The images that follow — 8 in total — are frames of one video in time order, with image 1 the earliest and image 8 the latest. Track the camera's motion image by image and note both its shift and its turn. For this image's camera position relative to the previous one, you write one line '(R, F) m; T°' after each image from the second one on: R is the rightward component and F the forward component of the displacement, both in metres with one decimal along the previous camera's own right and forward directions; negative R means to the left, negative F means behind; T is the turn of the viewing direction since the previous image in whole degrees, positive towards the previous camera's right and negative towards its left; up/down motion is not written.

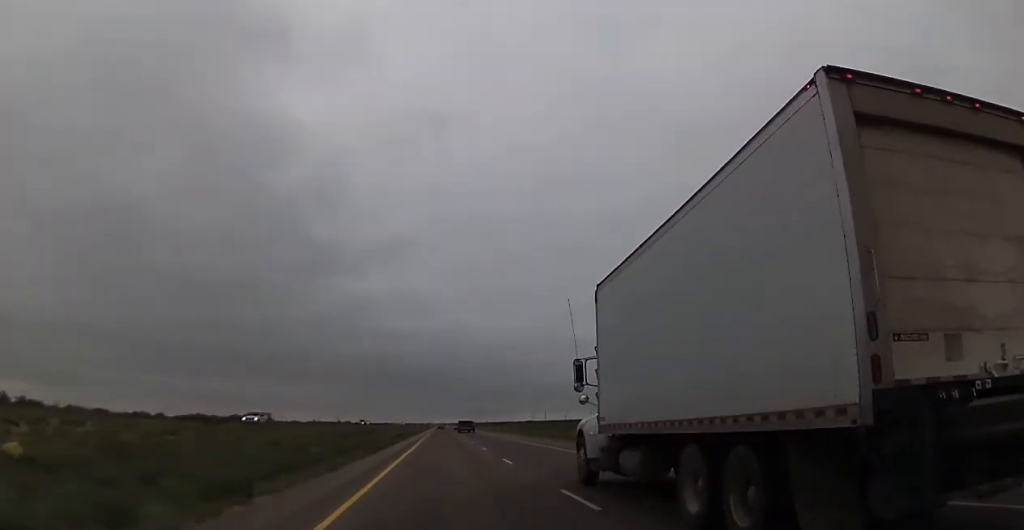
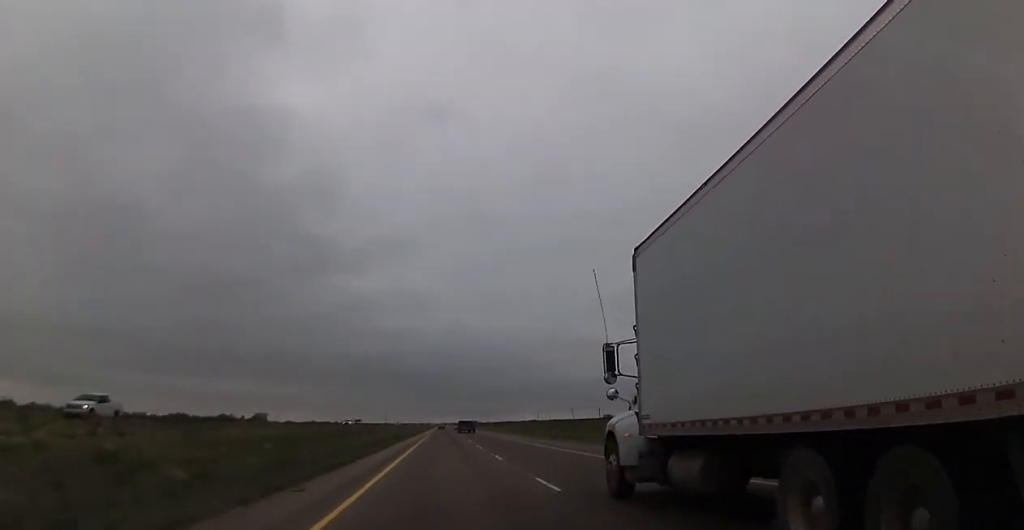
(0.0, +21.3) m; 0°
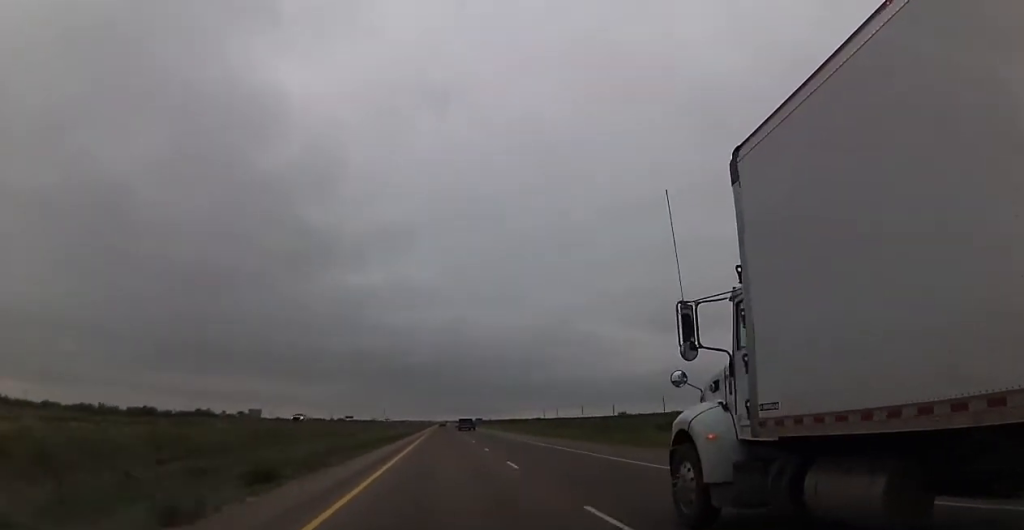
(-0.2, +29.5) m; 0°
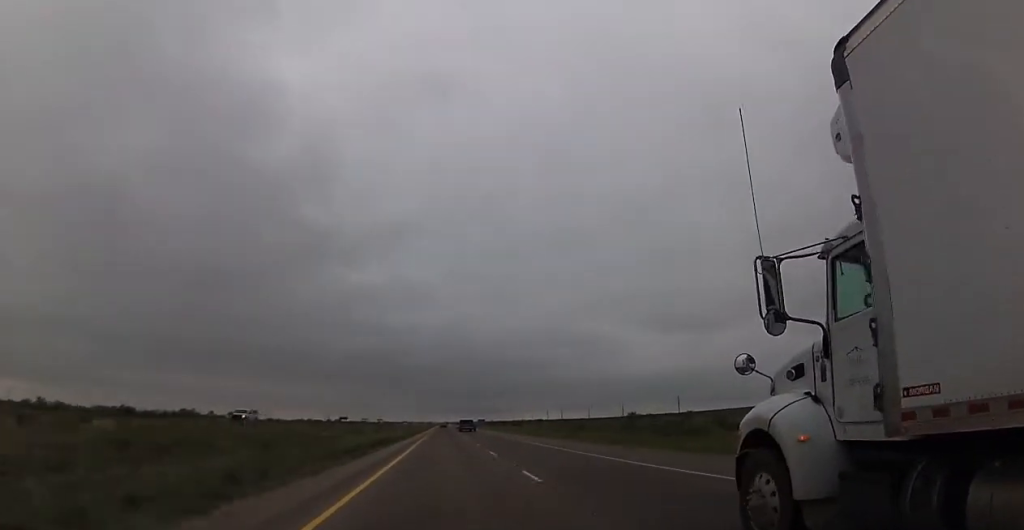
(+0.2, +16.5) m; 0°
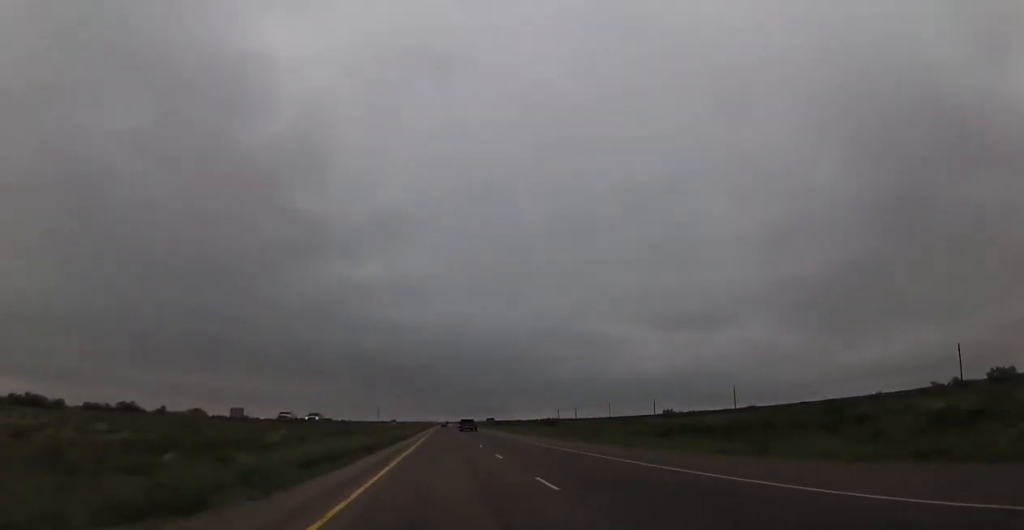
(-0.2, +50.6) m; 0°
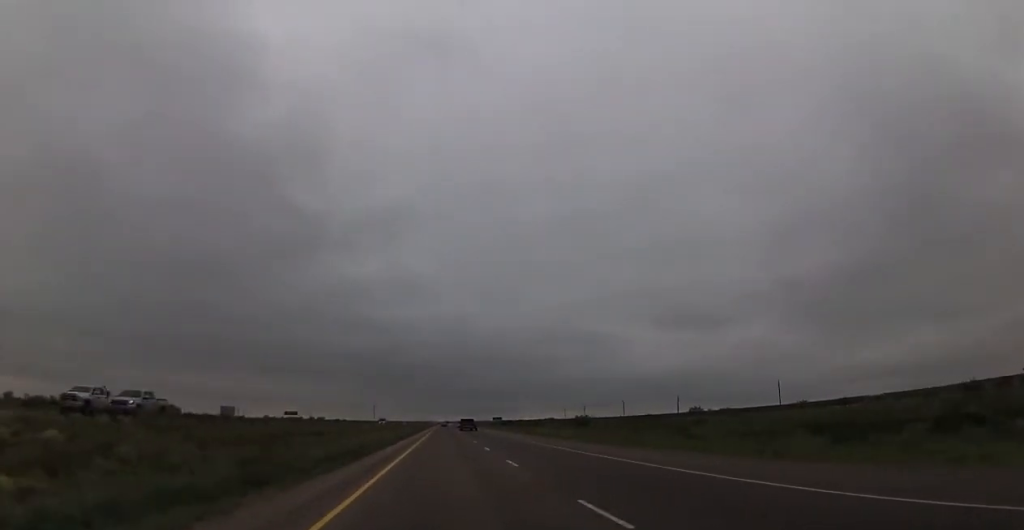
(+0.1, +29.4) m; 0°
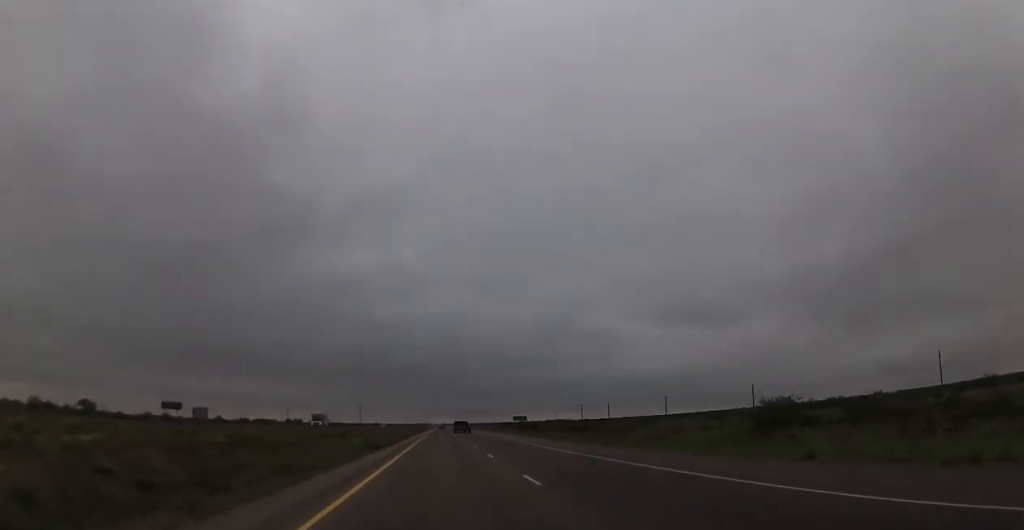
(+0.3, +66.8) m; 0°
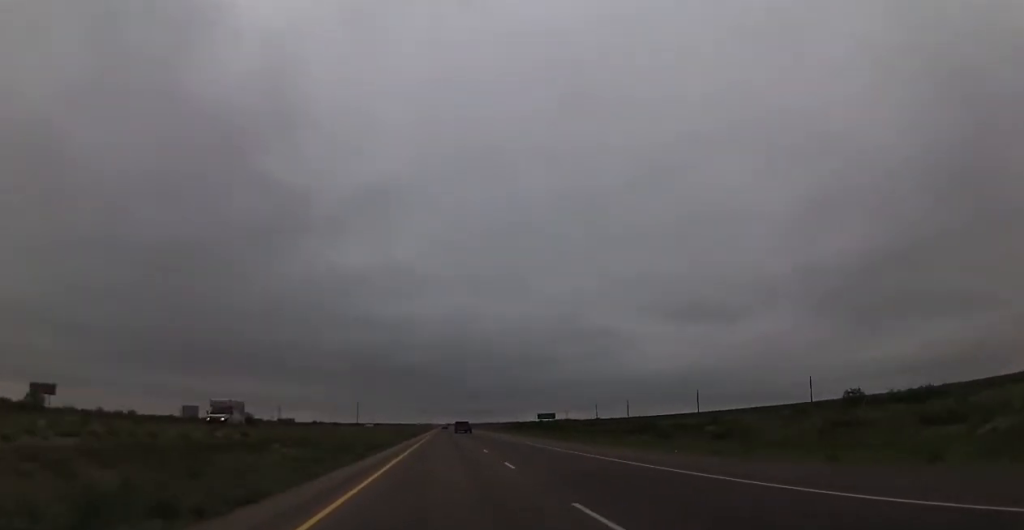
(-0.2, +30.5) m; 0°
